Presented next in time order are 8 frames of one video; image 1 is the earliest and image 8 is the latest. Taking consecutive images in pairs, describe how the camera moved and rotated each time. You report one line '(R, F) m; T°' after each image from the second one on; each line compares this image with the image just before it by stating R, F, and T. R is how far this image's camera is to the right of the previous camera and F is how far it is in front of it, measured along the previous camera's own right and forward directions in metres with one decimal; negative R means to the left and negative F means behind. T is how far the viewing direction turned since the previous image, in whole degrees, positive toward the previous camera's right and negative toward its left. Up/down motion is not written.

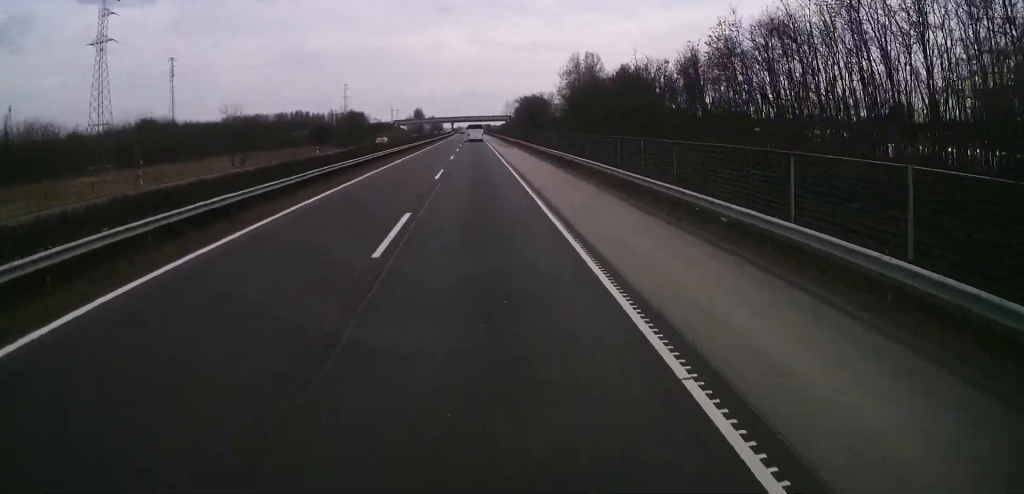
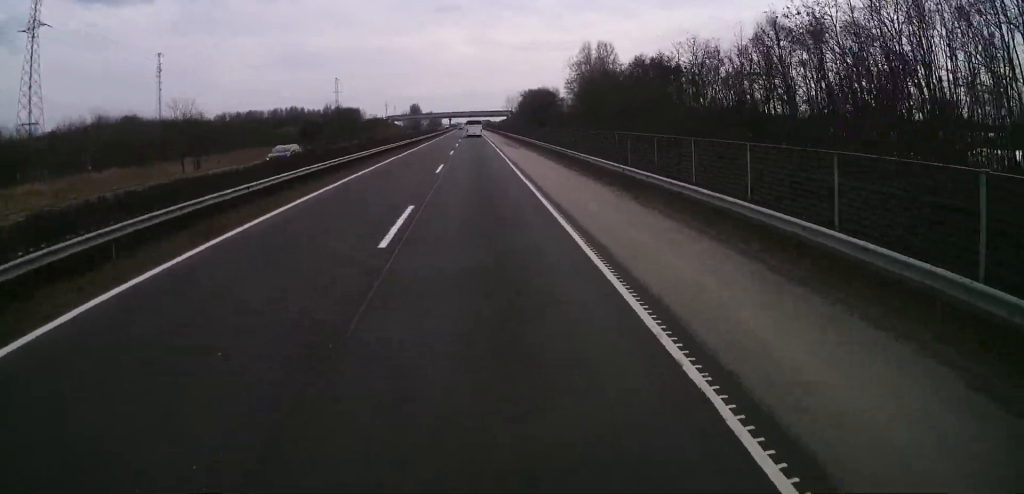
(+0.2, +17.7) m; 0°
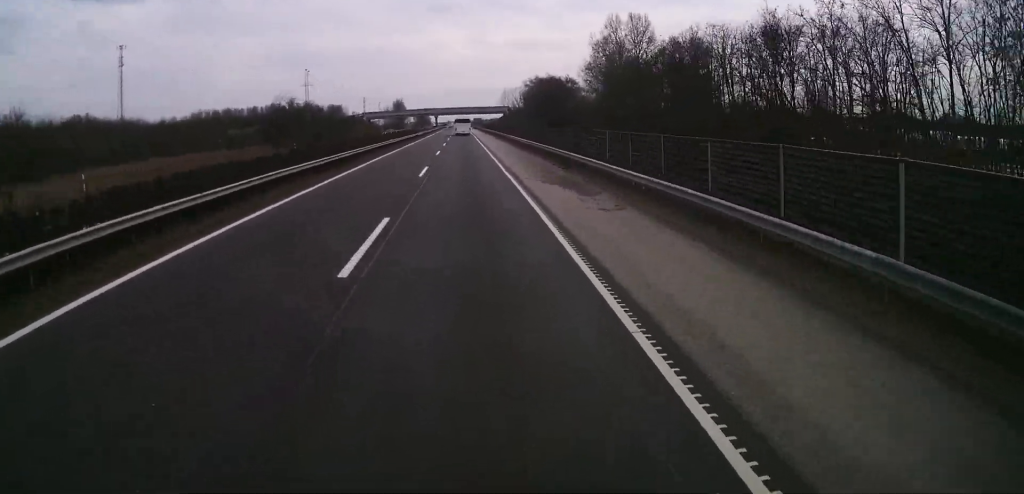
(-0.5, +38.5) m; 0°
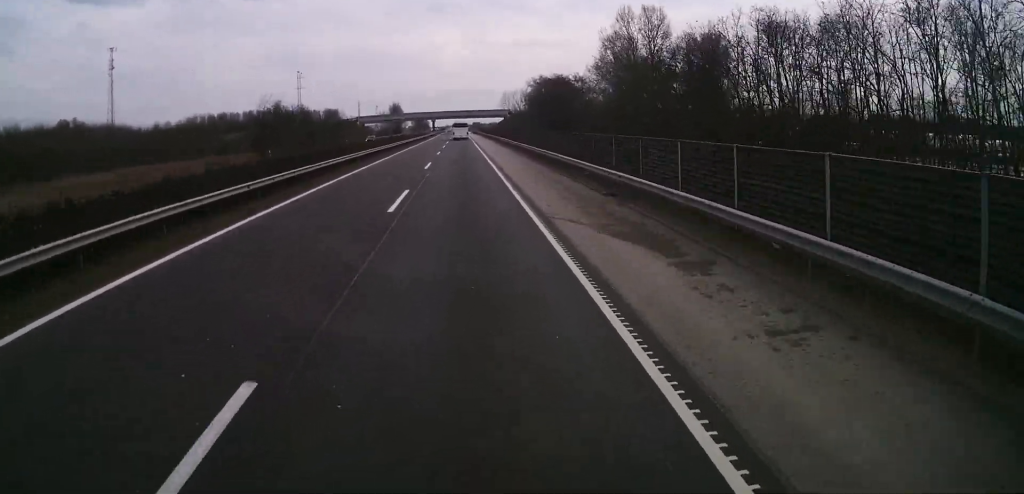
(+0.1, +10.0) m; 0°
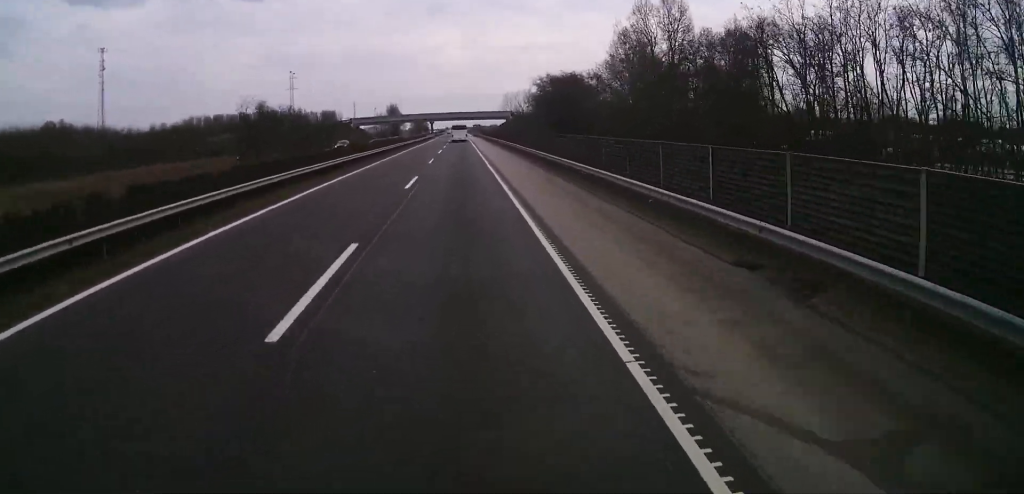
(0.0, +10.8) m; 0°
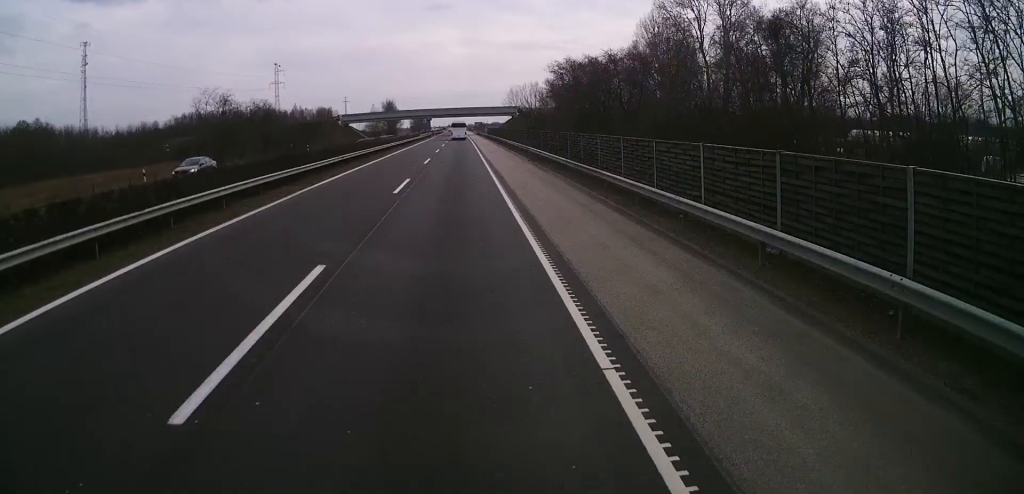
(0.0, +20.0) m; +1°
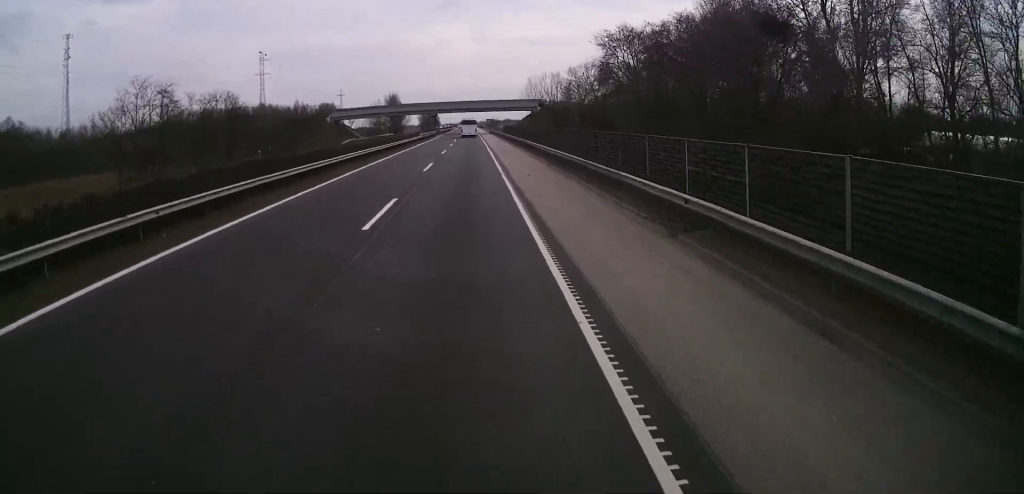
(+0.3, +26.1) m; 0°
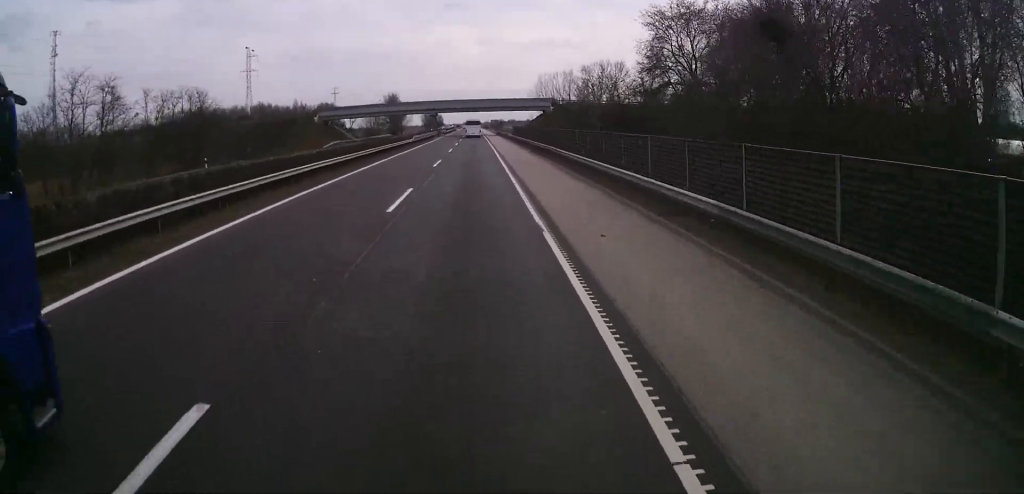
(-0.1, +15.4) m; -1°
